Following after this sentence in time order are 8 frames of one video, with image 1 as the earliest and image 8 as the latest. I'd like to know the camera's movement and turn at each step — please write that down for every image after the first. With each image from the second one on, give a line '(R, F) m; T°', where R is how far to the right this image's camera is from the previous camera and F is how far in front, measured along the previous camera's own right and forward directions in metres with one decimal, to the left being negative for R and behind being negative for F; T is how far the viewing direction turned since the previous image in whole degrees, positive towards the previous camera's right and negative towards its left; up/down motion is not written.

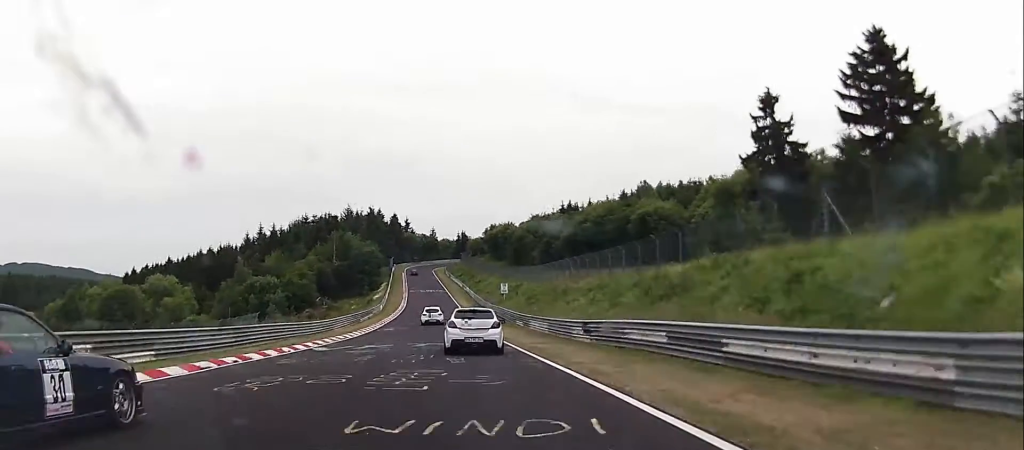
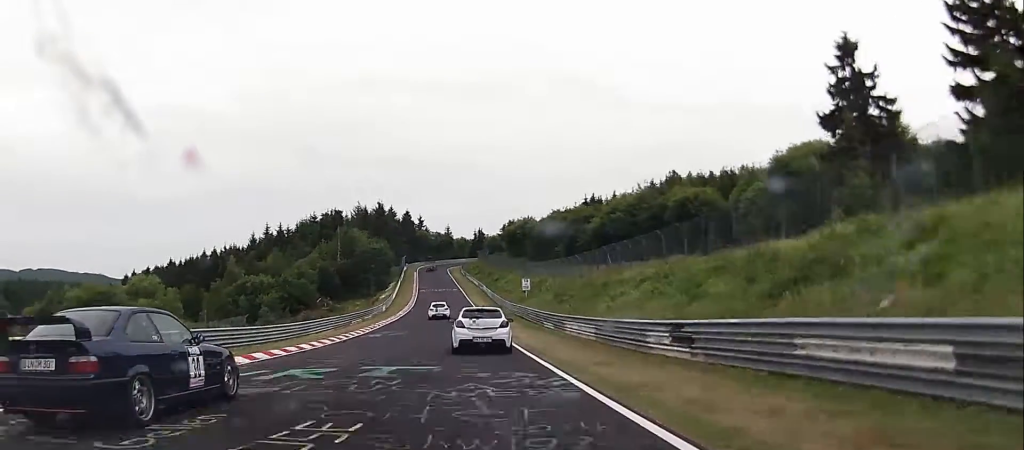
(-0.6, +13.4) m; -2°
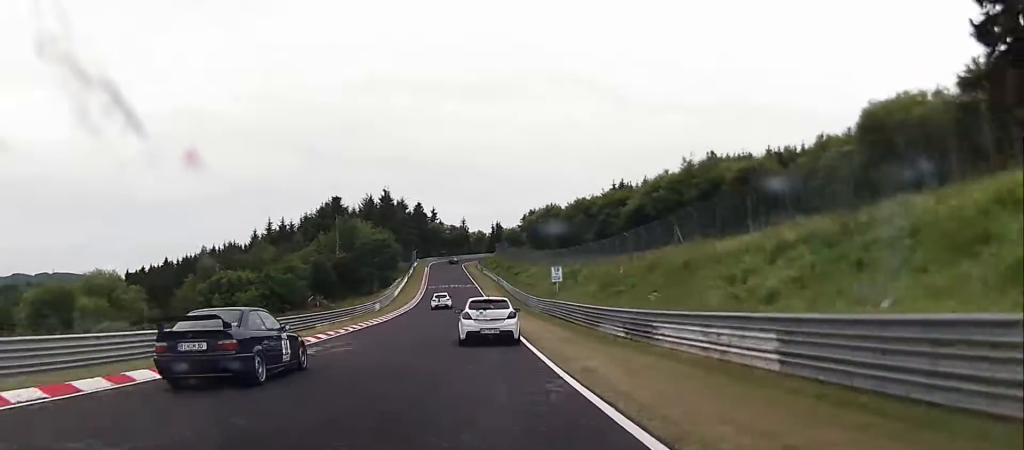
(-0.4, +16.4) m; -2°
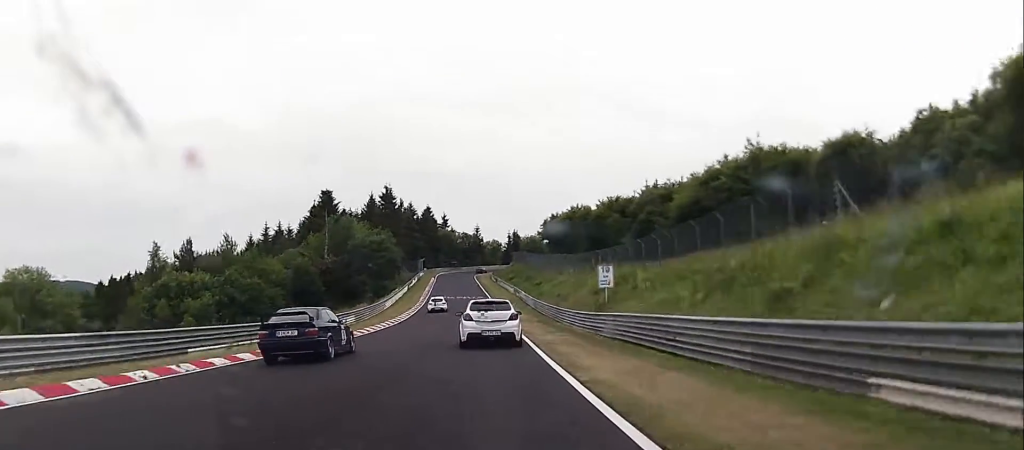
(0.0, +19.2) m; -2°
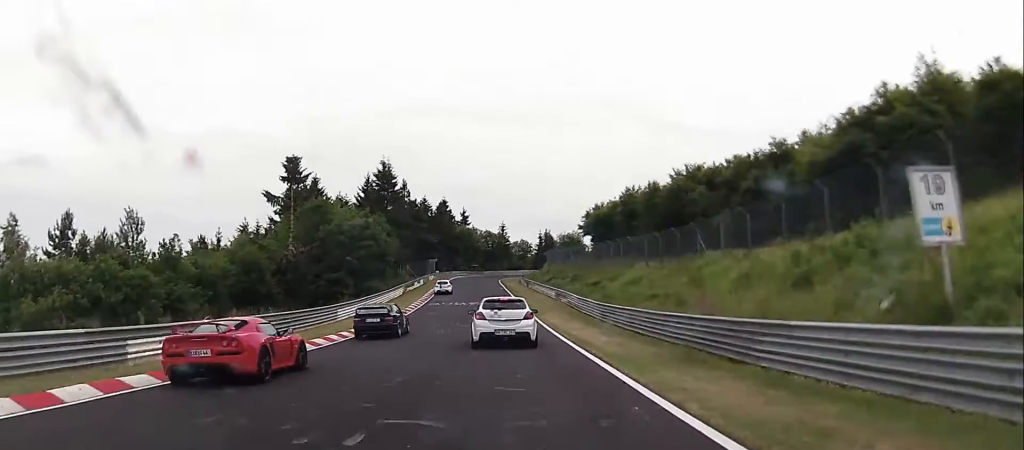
(-0.8, +29.9) m; -3°
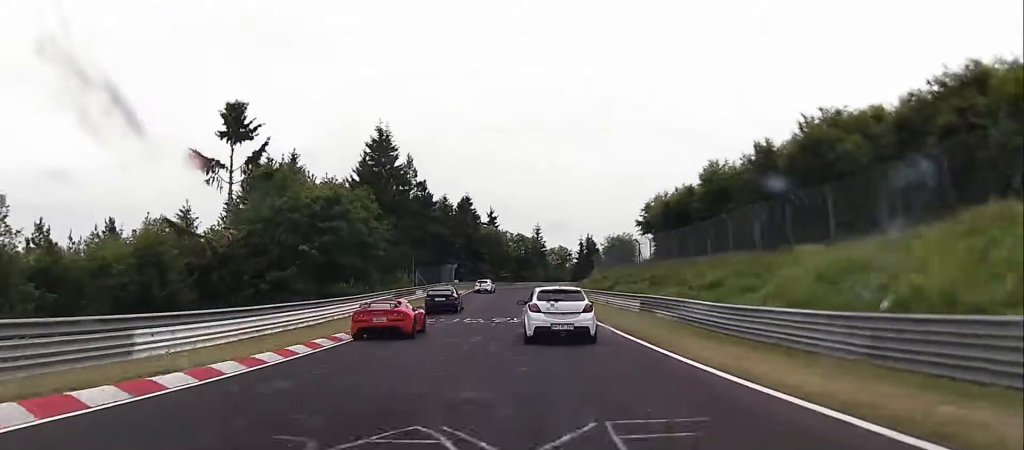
(-0.6, +24.9) m; -2°
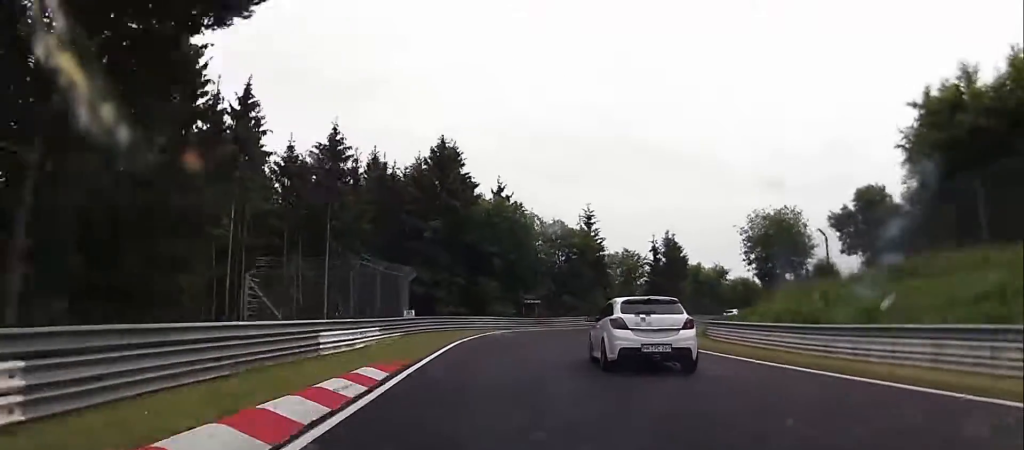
(-0.1, +65.4) m; +3°
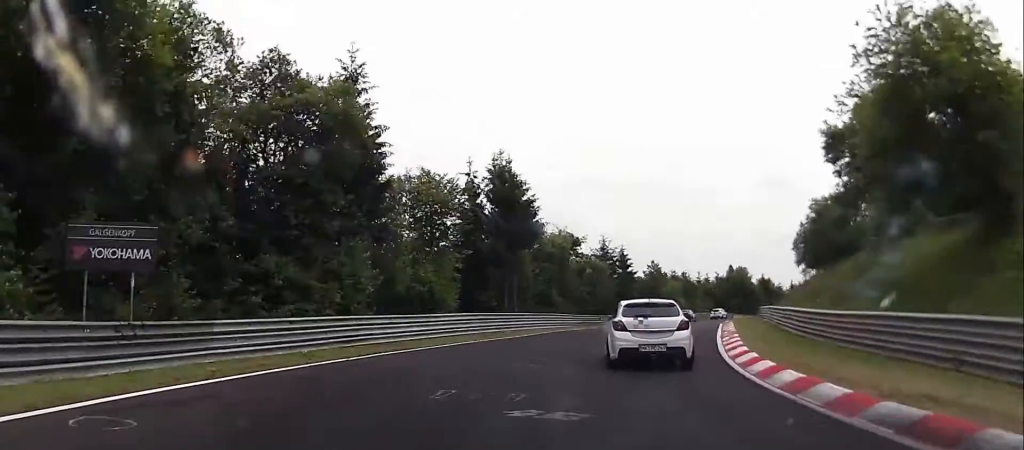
(+4.8, +41.1) m; +16°
